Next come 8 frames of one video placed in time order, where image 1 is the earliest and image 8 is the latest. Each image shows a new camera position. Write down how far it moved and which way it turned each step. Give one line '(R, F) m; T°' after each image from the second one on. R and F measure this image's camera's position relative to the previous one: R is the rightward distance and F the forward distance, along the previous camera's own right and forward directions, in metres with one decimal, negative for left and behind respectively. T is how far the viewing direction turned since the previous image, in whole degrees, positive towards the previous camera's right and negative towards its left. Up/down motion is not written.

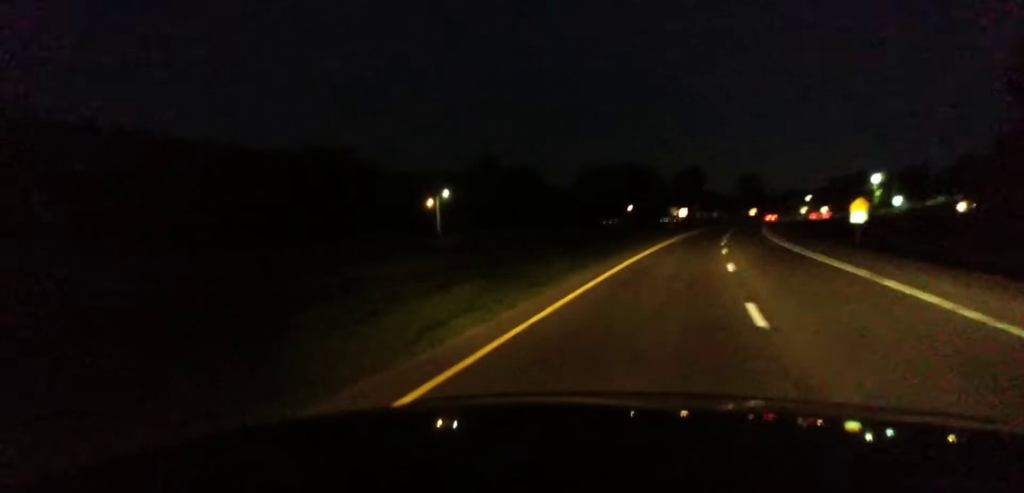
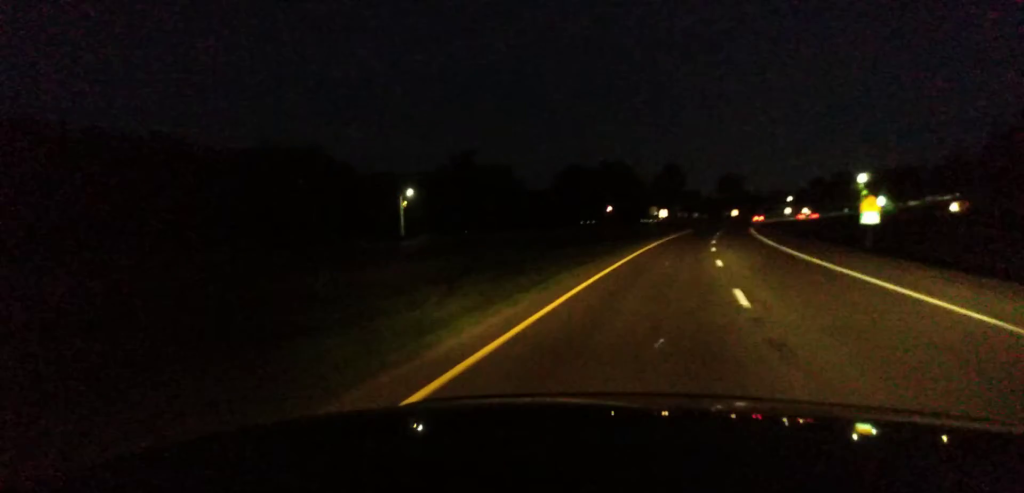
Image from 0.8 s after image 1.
(-0.1, +7.9) m; 0°
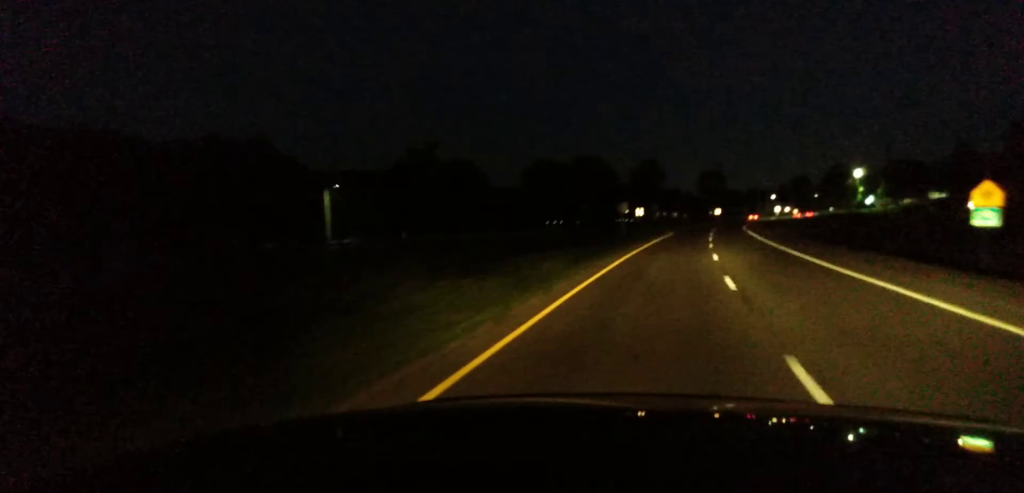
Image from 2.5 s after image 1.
(+0.3, +19.7) m; +3°
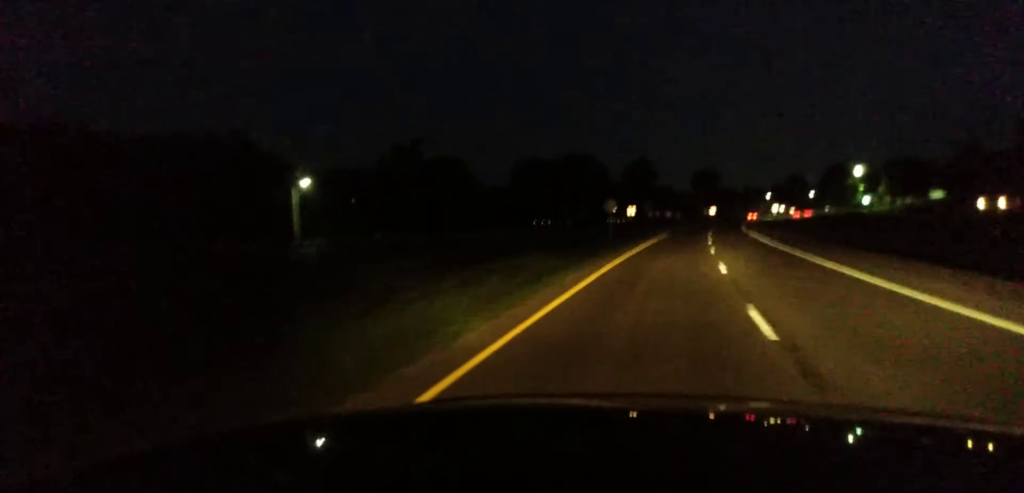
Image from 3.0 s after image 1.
(+0.1, +6.9) m; +1°
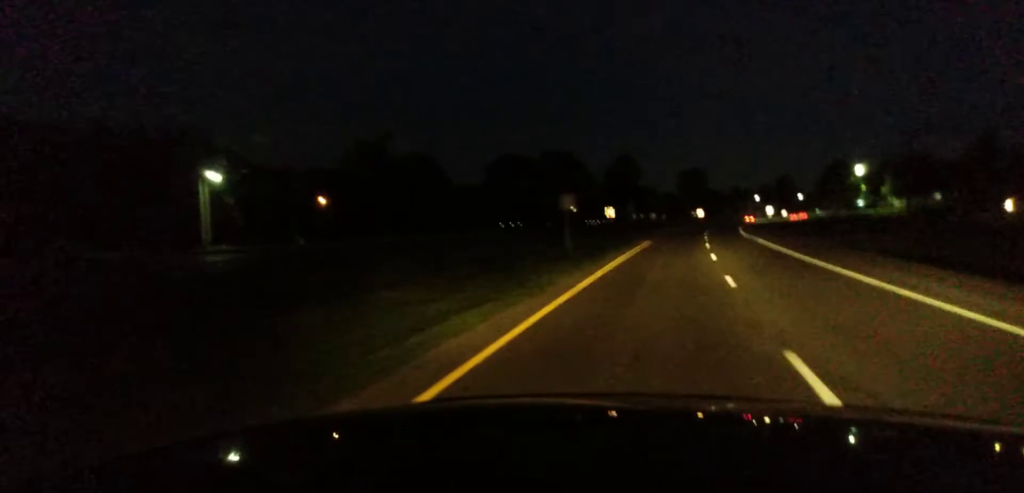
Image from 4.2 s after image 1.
(+0.4, +16.3) m; +2°
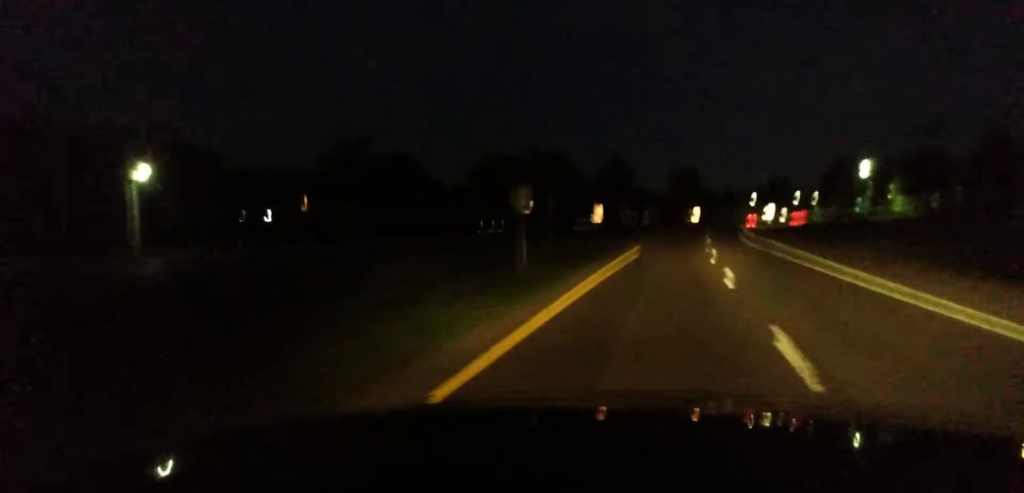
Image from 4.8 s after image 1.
(+0.1, +9.5) m; 0°
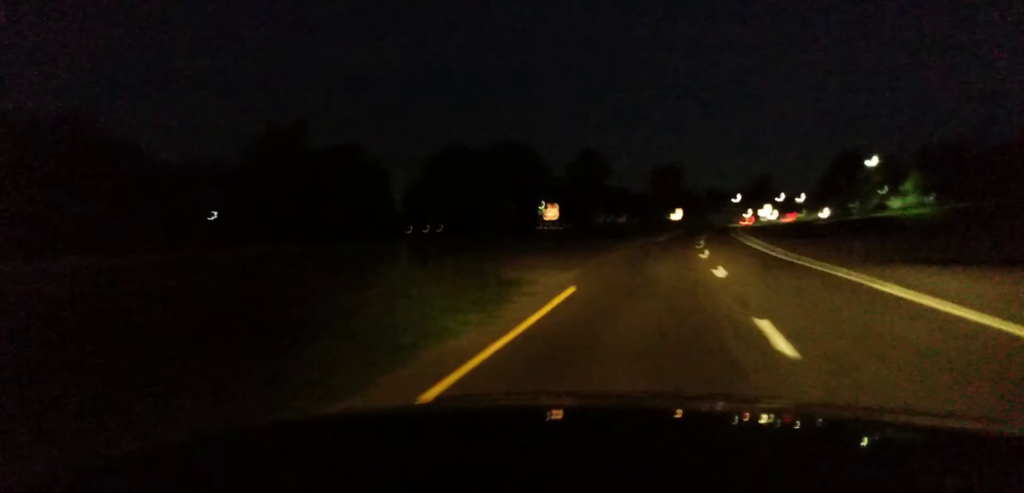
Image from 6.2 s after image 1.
(+0.1, +22.1) m; +1°
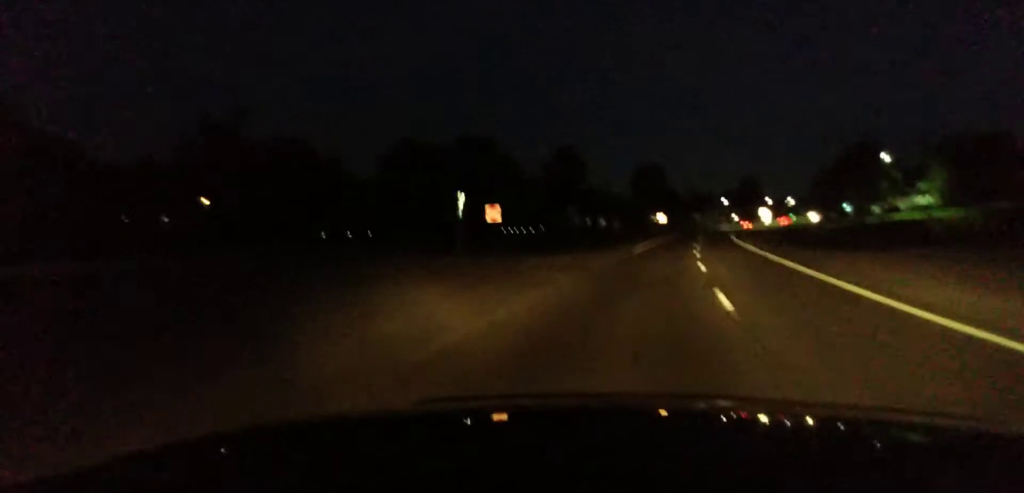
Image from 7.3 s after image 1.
(+0.2, +18.9) m; +2°
